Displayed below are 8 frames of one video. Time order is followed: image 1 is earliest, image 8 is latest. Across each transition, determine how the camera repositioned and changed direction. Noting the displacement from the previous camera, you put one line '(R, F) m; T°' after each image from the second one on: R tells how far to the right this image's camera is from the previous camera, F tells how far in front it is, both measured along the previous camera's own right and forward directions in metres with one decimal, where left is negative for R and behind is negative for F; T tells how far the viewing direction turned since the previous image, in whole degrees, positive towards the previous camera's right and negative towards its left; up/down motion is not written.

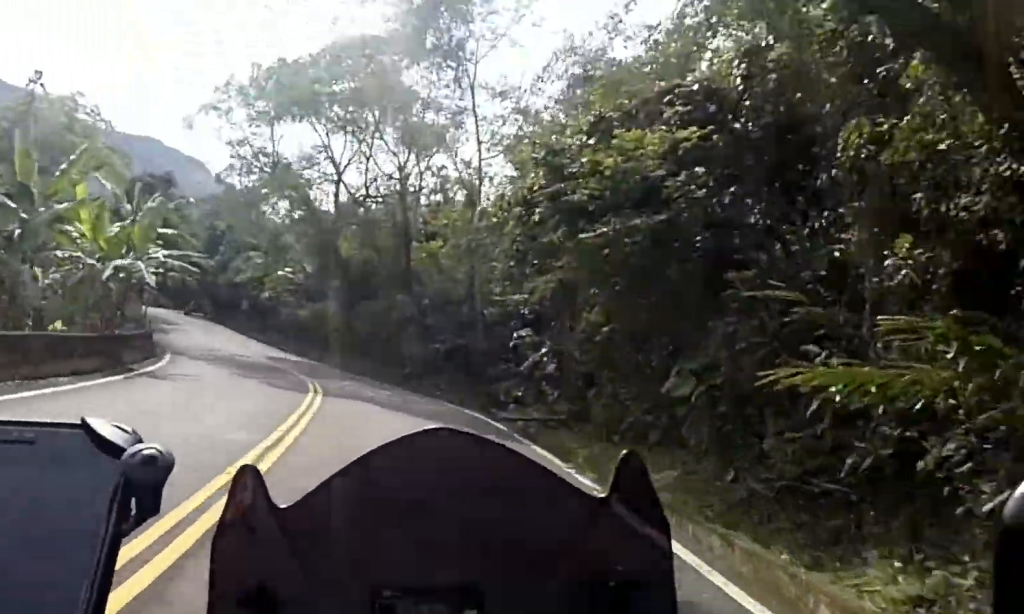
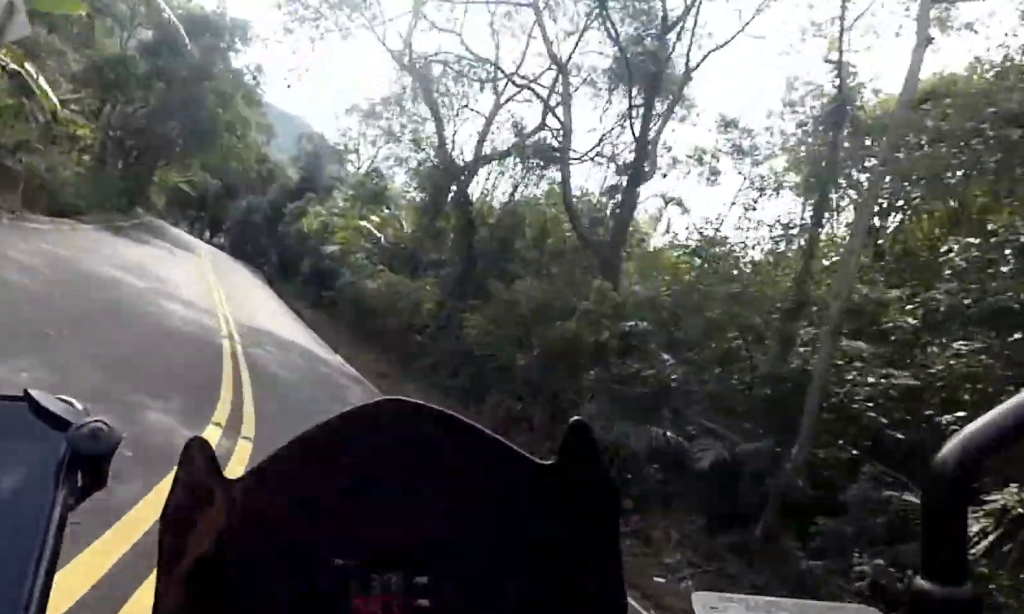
(-1.1, +16.7) m; -10°
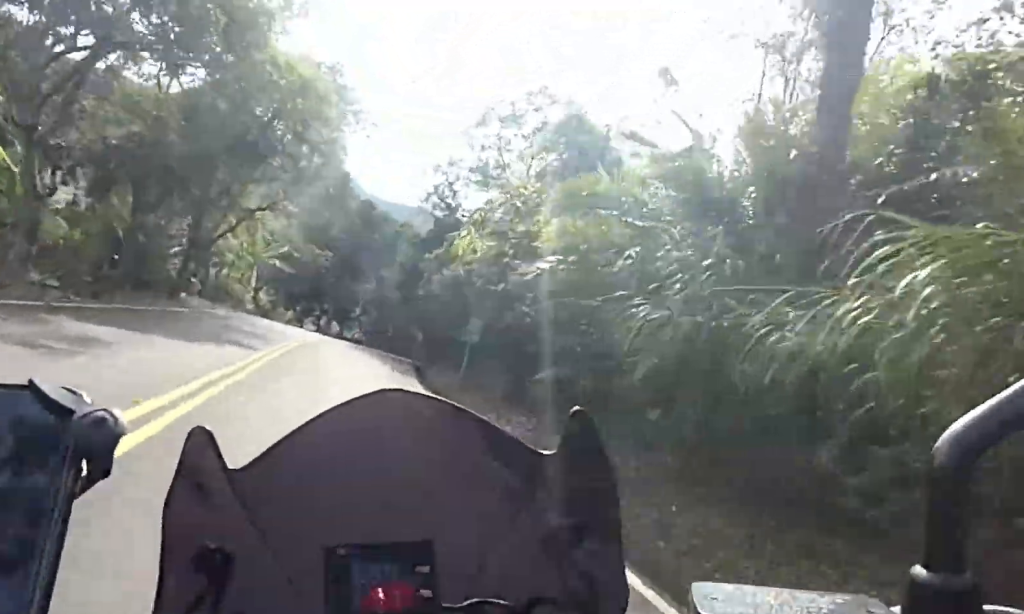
(-1.7, +16.2) m; -9°
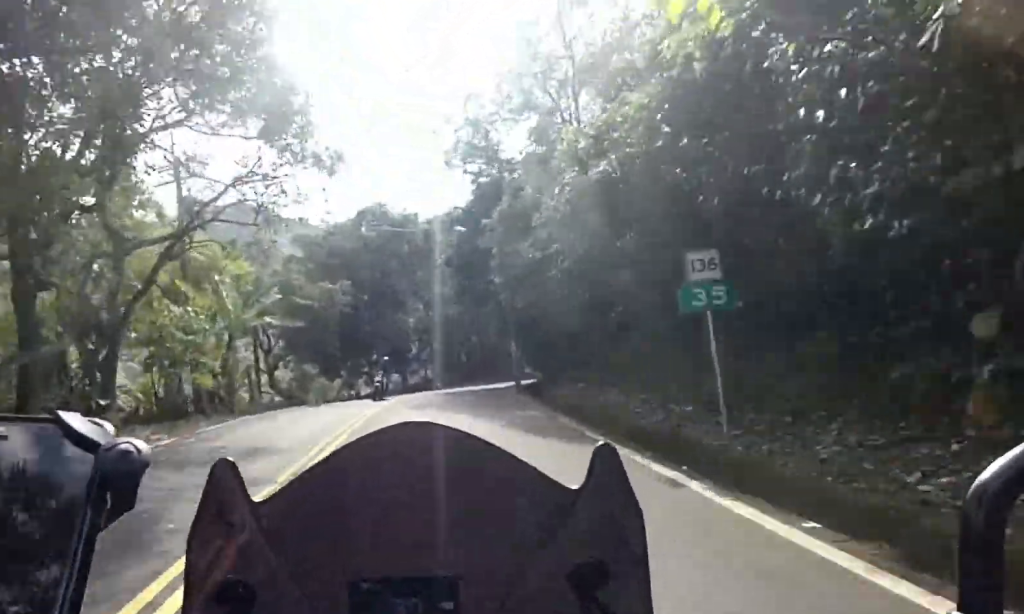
(-0.7, +11.3) m; -3°
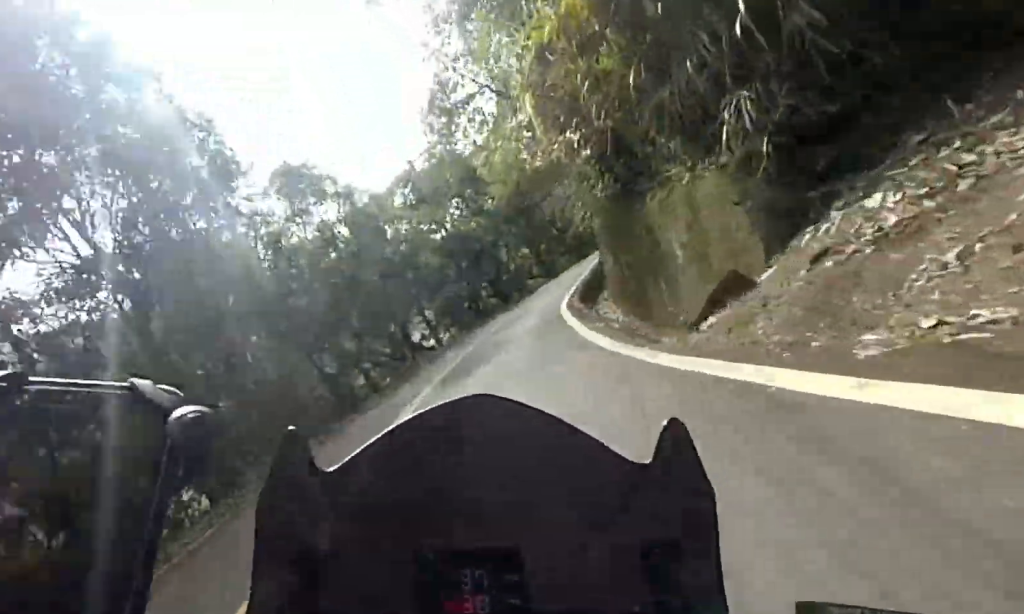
(+4.6, +33.9) m; +21°
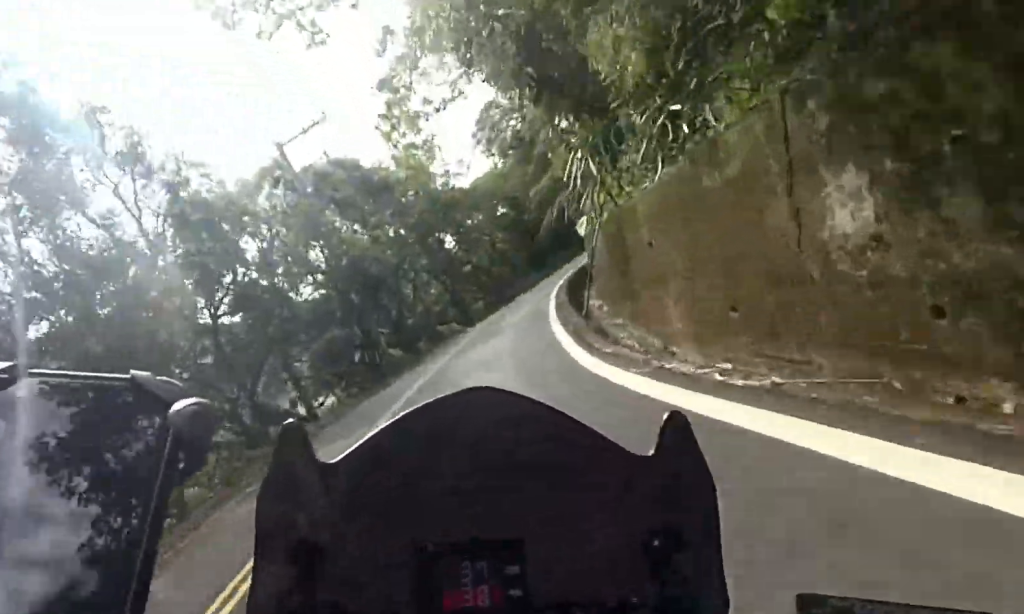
(+1.6, +12.7) m; +5°
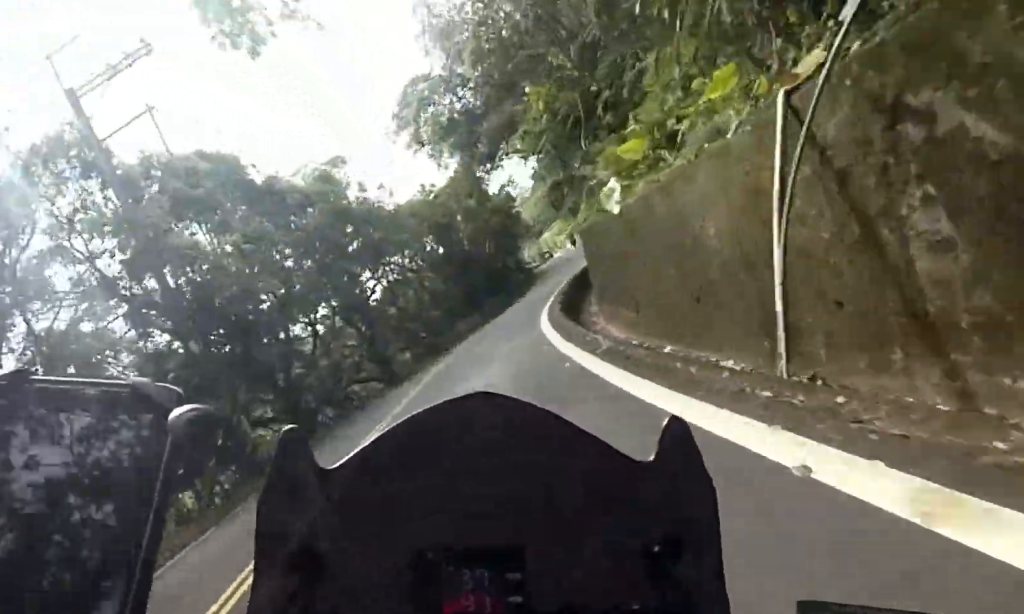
(+0.1, +10.3) m; +7°
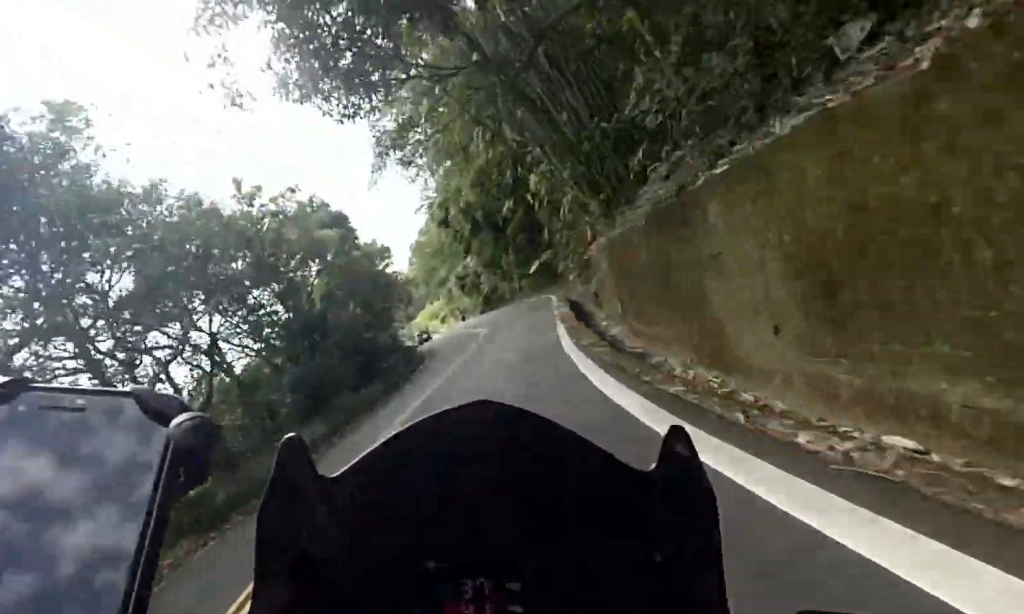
(+1.5, +17.2) m; +13°
